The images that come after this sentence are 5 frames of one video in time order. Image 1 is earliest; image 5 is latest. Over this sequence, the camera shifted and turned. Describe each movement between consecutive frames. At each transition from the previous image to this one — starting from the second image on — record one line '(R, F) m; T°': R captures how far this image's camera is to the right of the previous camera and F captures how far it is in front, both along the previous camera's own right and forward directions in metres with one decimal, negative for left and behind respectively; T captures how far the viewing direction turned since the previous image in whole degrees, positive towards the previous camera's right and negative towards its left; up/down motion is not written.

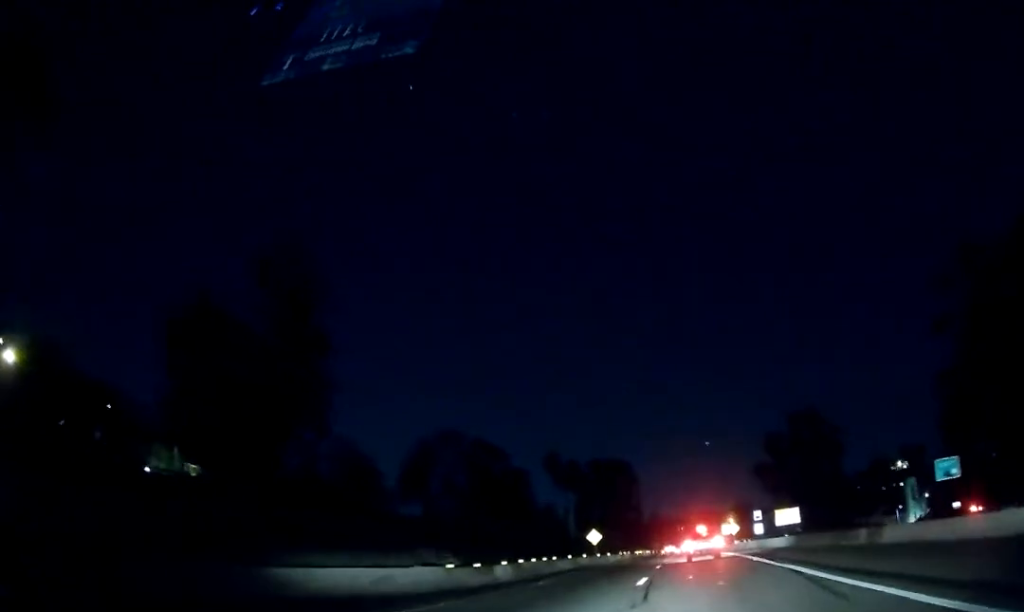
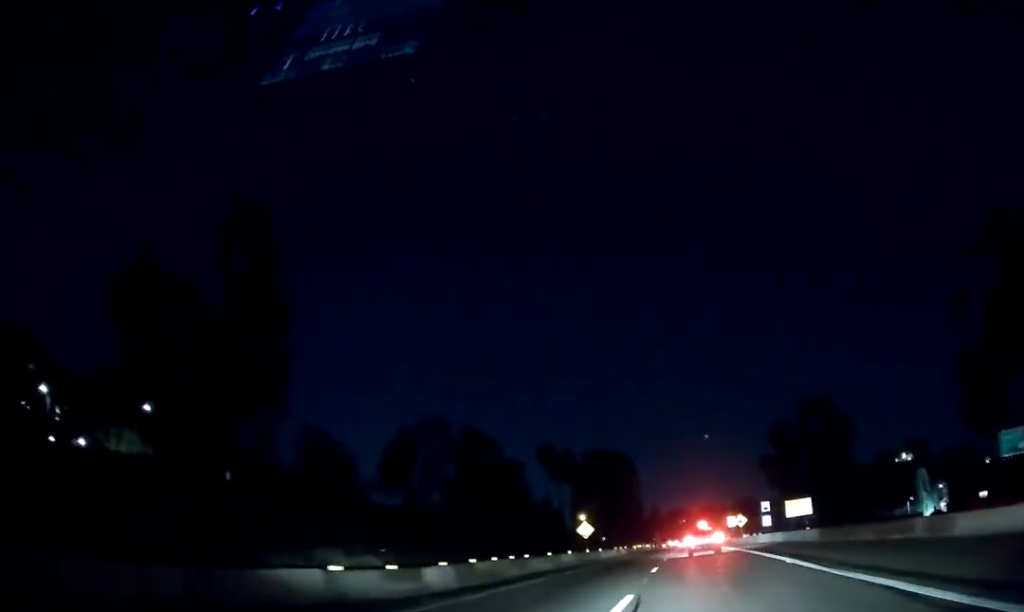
(-0.1, +9.1) m; -1°
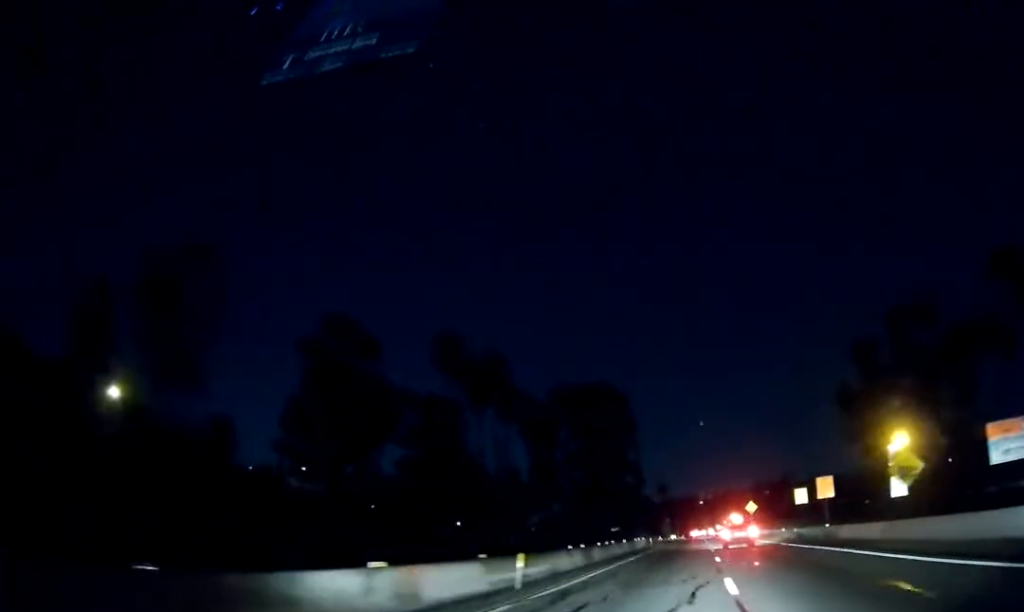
(-1.8, +67.9) m; -1°
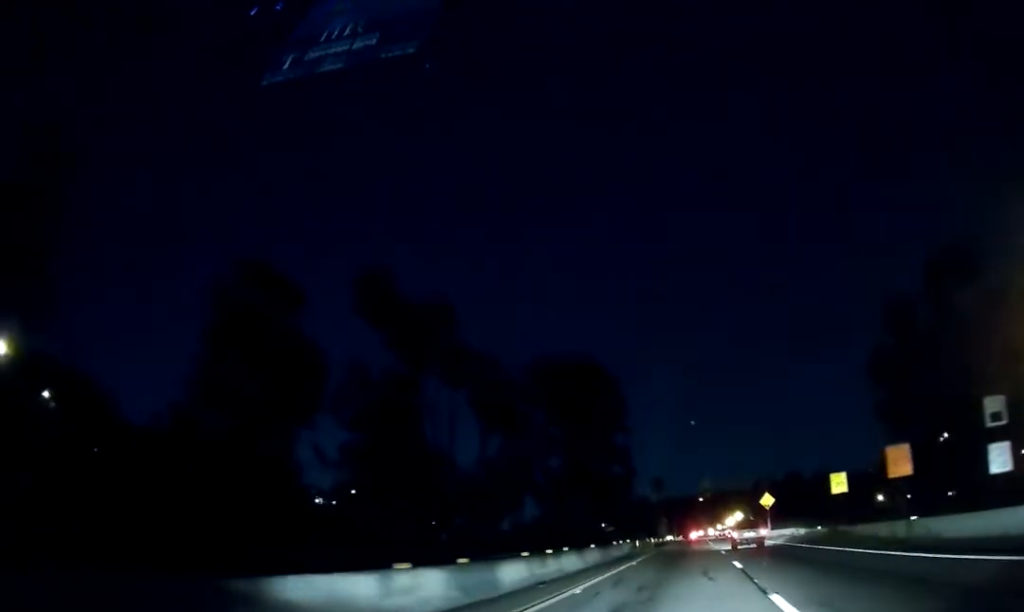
(+0.3, +19.1) m; +1°
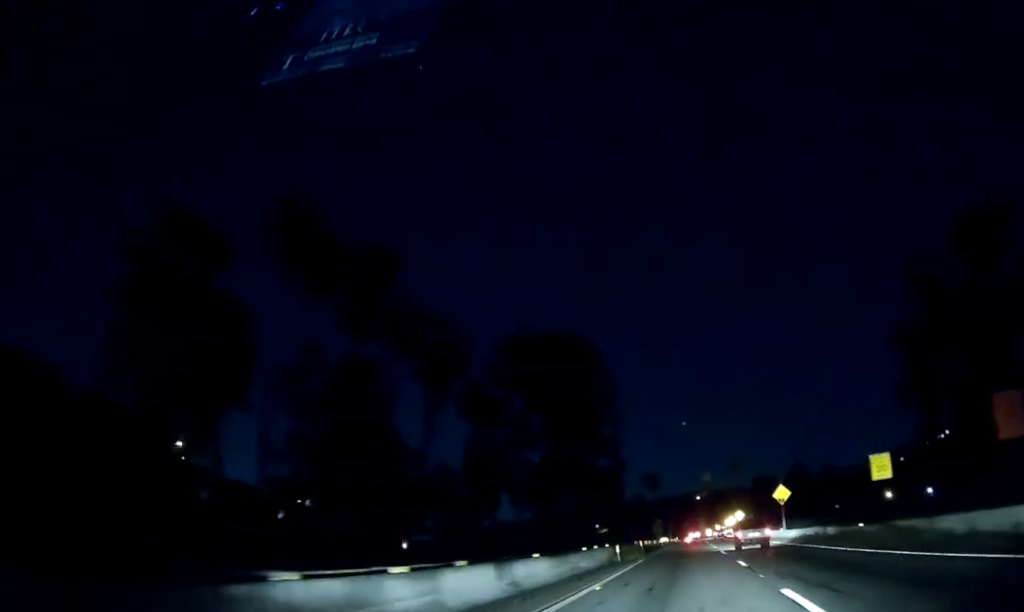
(0.0, +12.8) m; 0°
